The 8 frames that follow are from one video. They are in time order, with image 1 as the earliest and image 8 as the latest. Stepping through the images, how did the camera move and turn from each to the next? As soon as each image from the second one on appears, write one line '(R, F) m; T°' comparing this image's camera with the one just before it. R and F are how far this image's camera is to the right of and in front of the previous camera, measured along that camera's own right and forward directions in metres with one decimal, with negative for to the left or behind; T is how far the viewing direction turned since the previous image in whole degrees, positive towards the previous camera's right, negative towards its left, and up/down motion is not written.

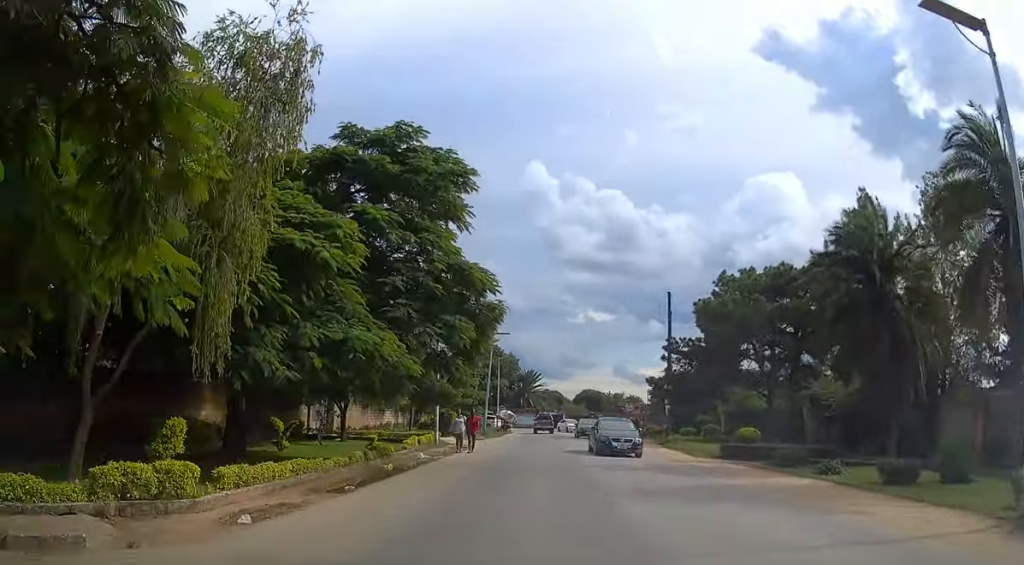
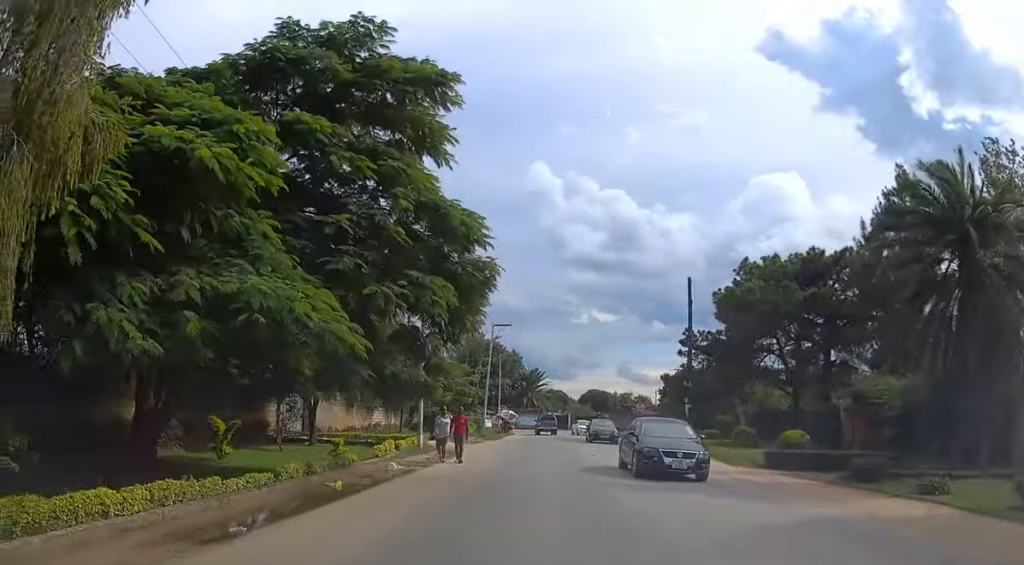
(-0.1, +5.5) m; 0°
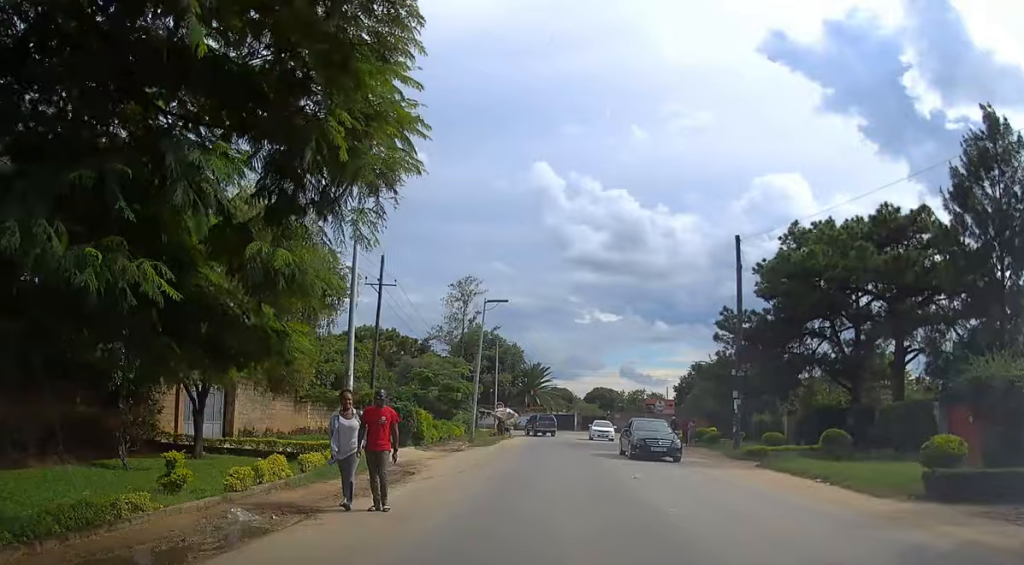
(+0.1, +10.5) m; 0°
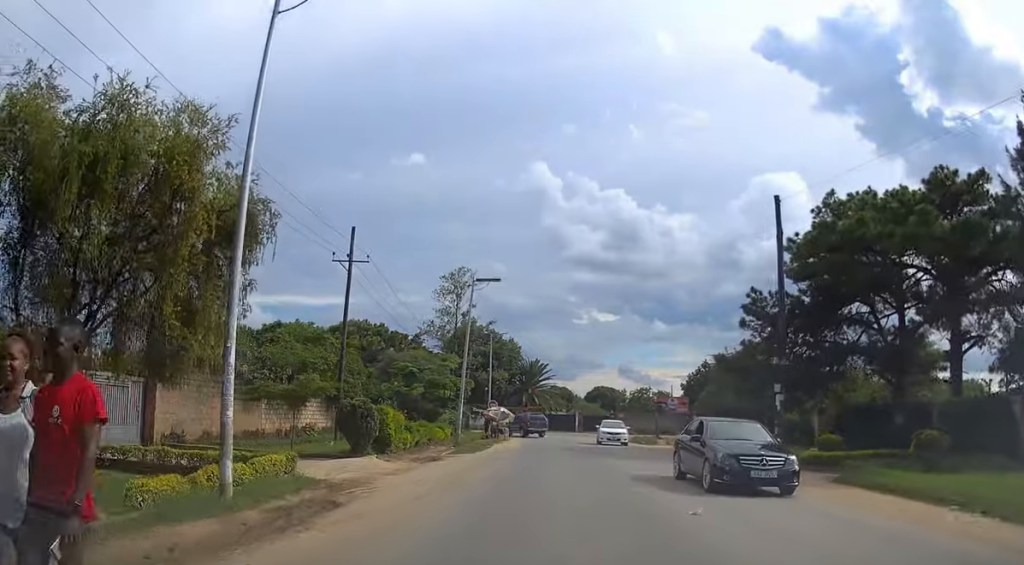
(0.0, +6.3) m; -1°
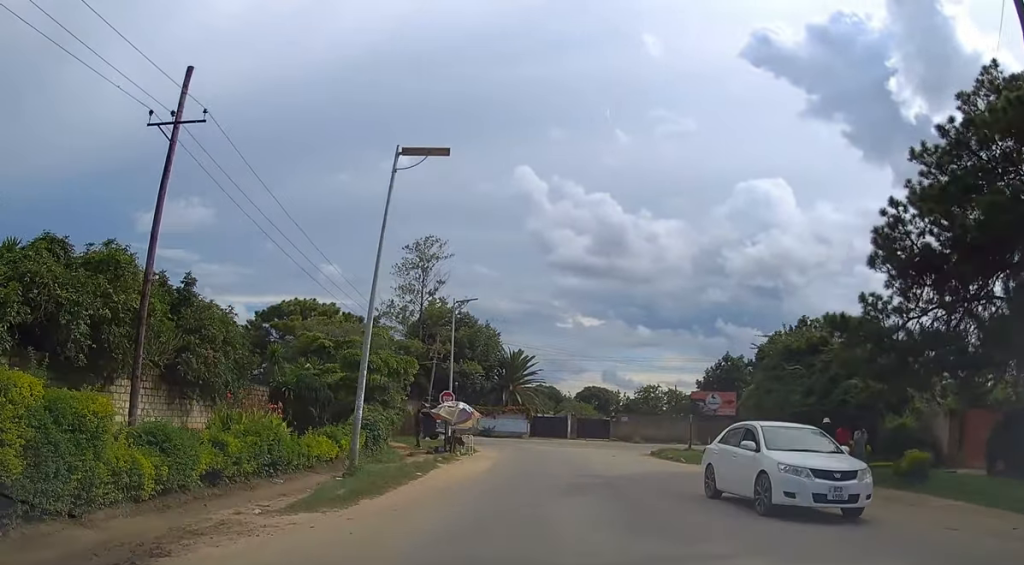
(0.0, +17.2) m; +1°
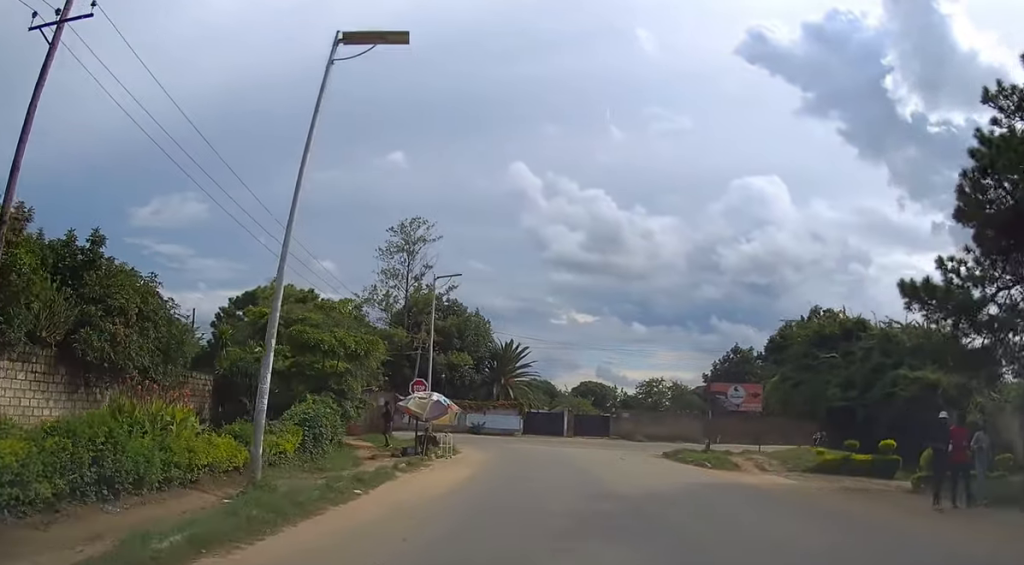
(+0.1, +5.5) m; +1°
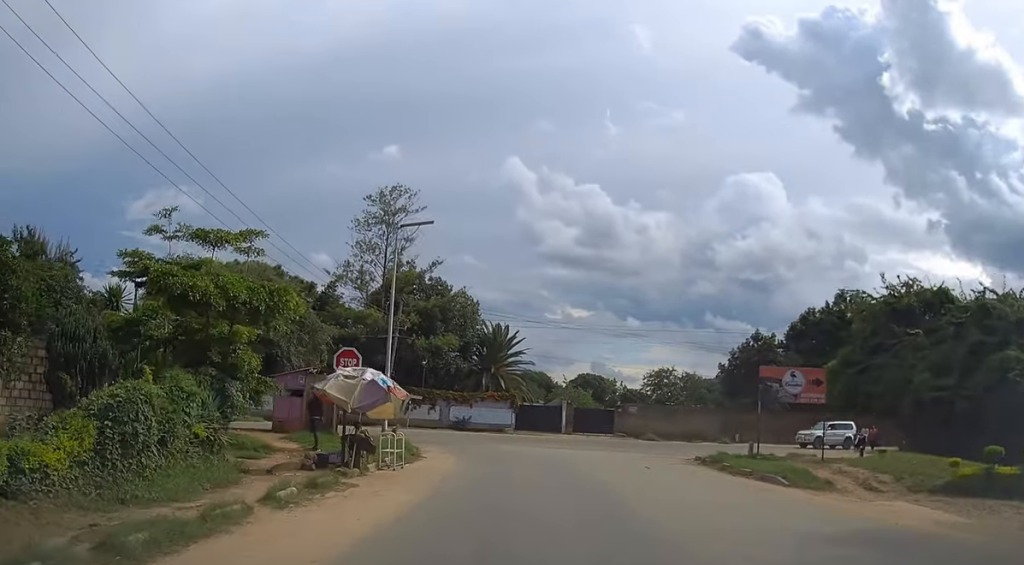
(0.0, +8.2) m; +1°
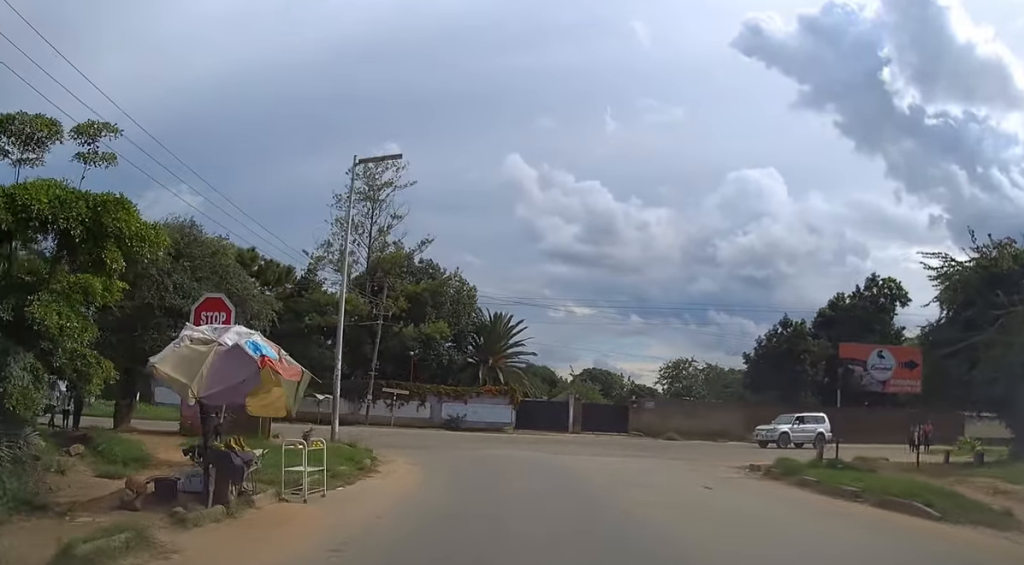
(+0.1, +6.8) m; 0°
